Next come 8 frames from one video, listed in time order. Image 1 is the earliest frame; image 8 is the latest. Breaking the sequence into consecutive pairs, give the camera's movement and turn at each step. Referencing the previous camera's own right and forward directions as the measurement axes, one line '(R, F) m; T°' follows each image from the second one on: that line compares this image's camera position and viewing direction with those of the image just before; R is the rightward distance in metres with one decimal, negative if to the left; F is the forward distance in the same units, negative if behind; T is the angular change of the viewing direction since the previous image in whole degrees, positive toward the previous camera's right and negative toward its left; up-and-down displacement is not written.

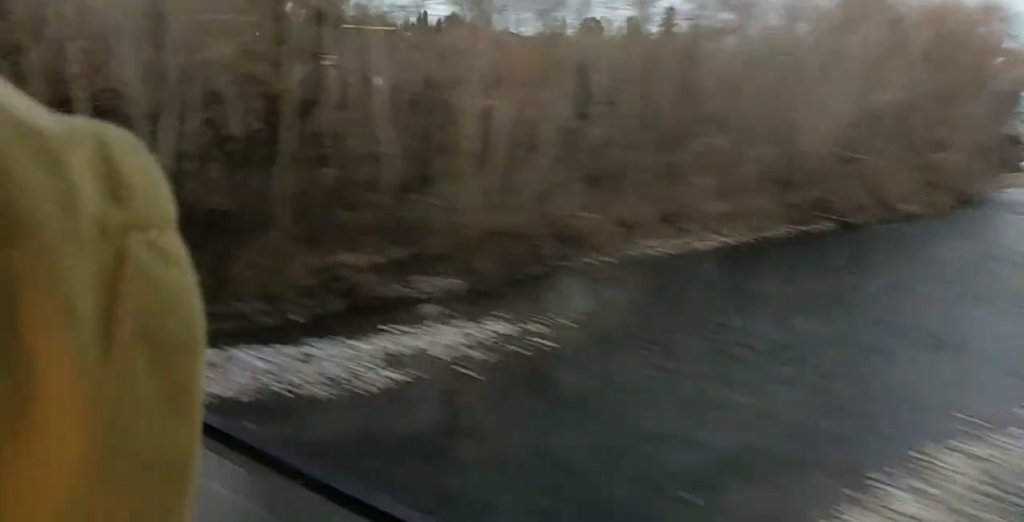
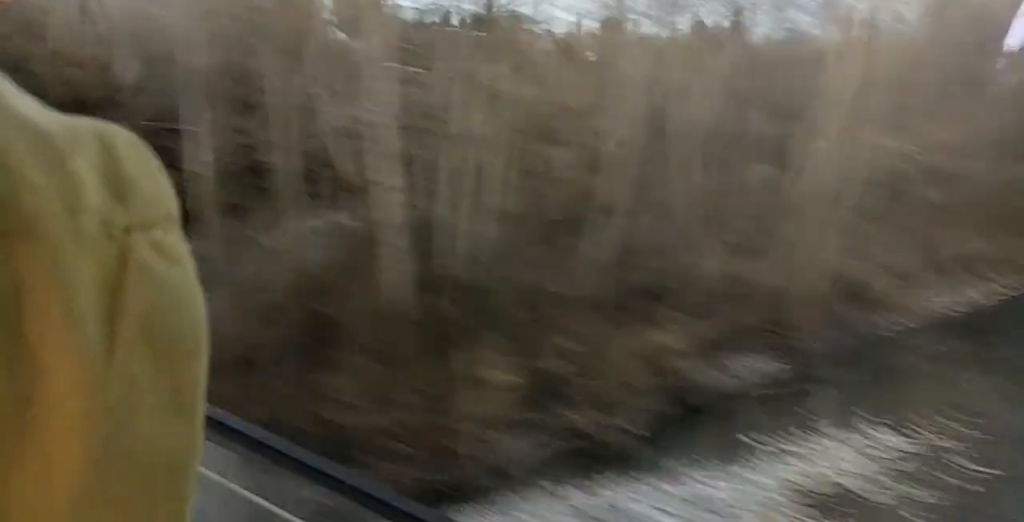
(+0.4, +10.1) m; +2°
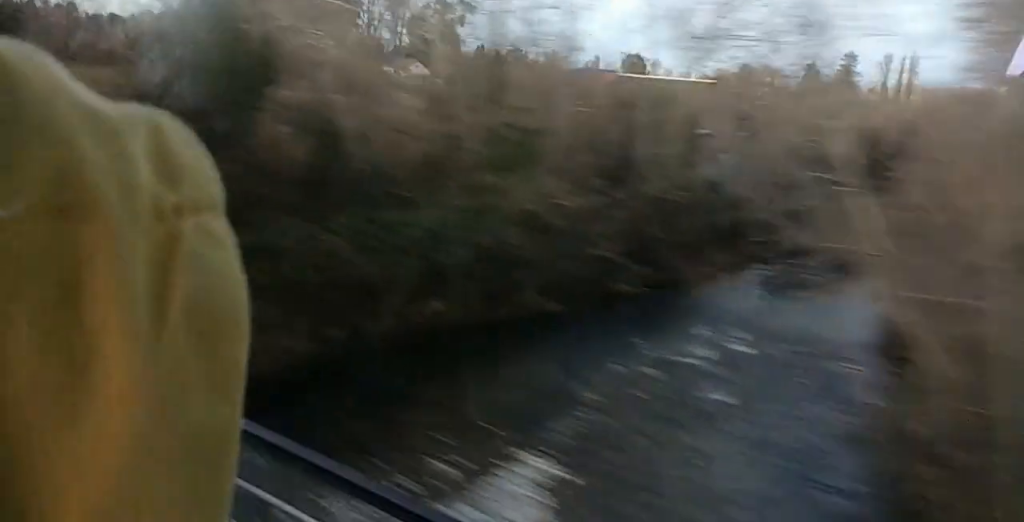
(+0.5, +18.1) m; +4°
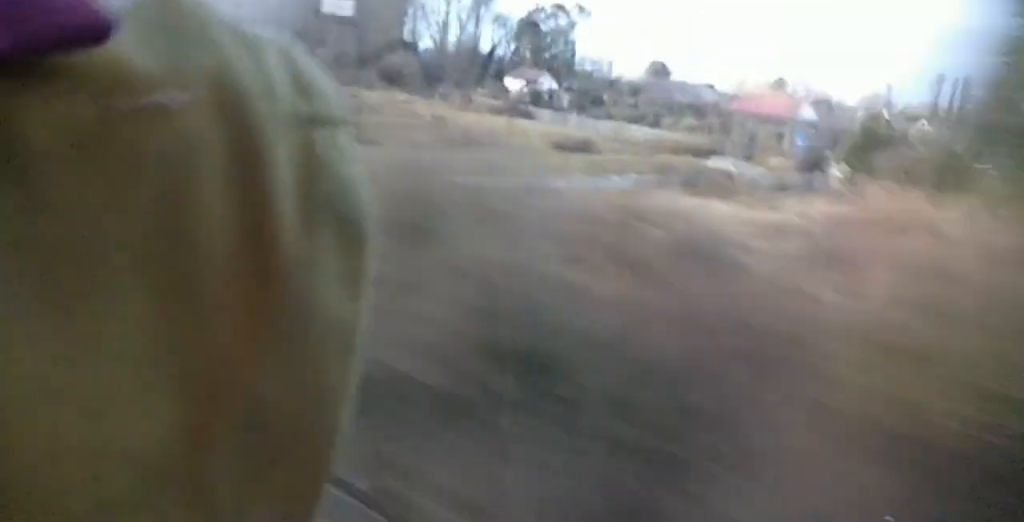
(+1.5, +26.9) m; +7°
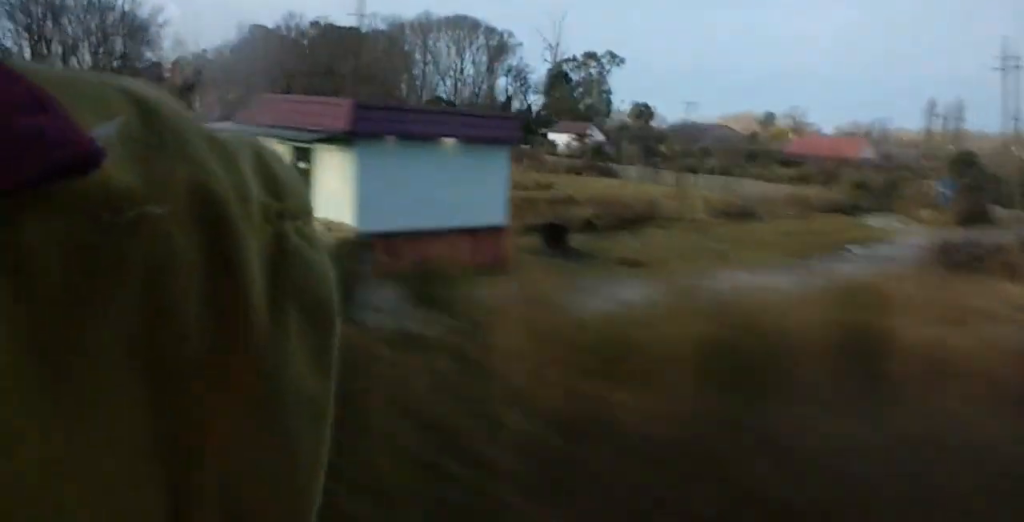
(+0.2, +13.2) m; +4°
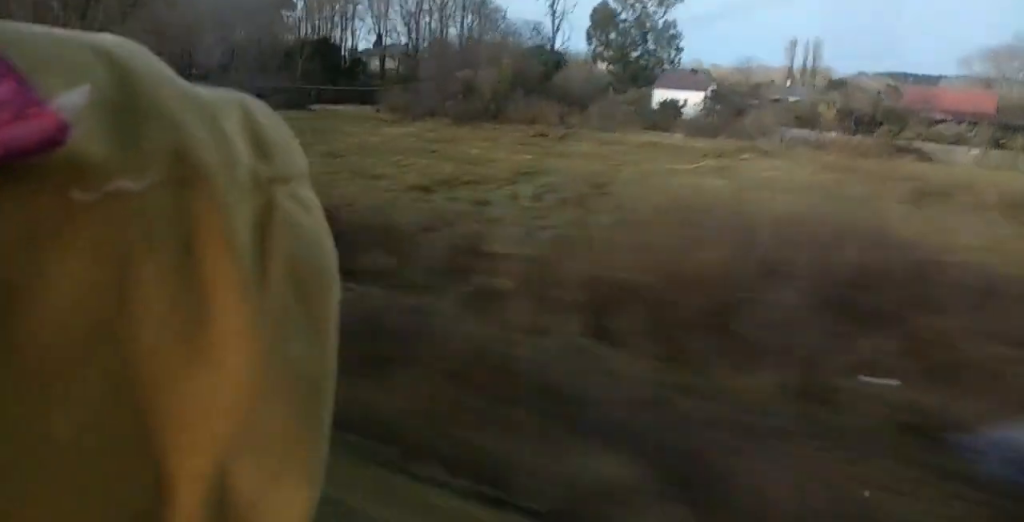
(+5.6, +45.7) m; +14°
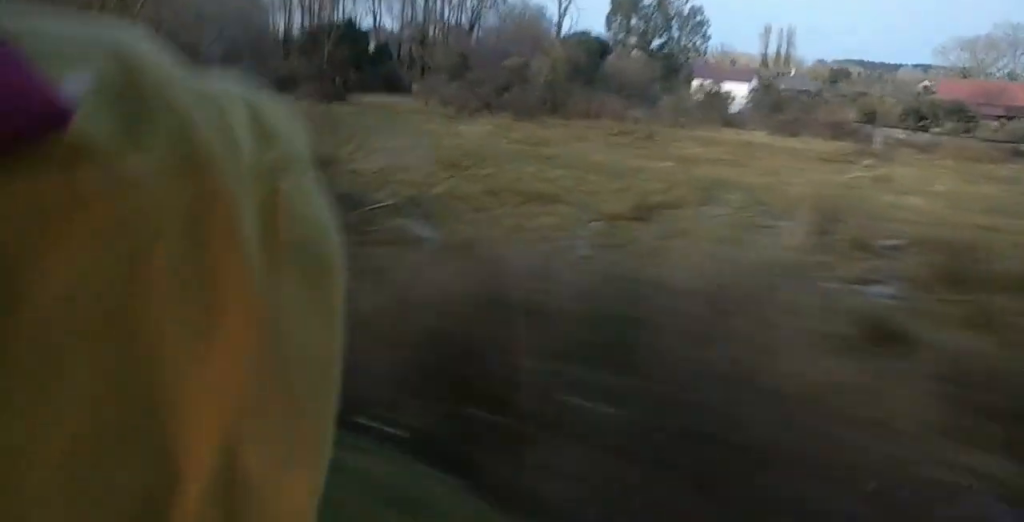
(+0.1, +10.2) m; +4°
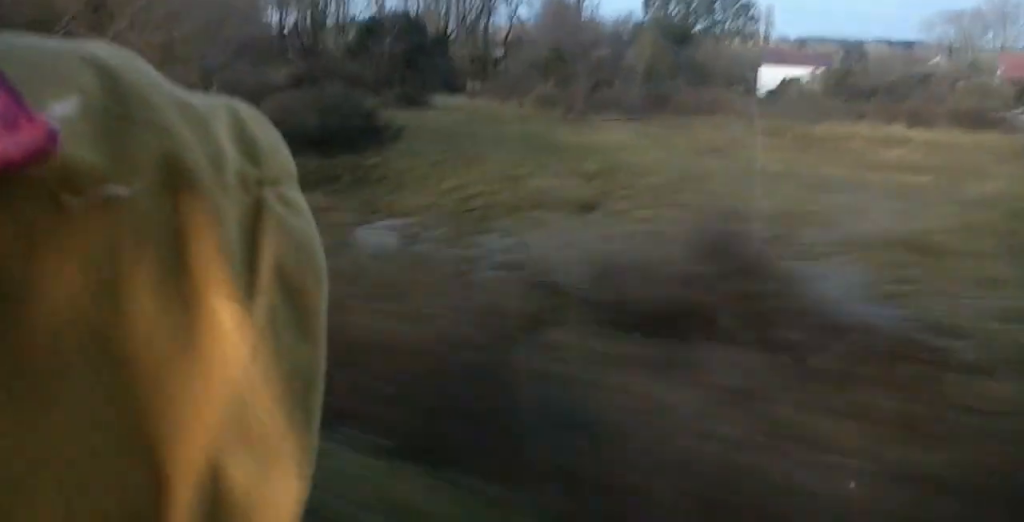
(+1.0, +12.2) m; +5°
